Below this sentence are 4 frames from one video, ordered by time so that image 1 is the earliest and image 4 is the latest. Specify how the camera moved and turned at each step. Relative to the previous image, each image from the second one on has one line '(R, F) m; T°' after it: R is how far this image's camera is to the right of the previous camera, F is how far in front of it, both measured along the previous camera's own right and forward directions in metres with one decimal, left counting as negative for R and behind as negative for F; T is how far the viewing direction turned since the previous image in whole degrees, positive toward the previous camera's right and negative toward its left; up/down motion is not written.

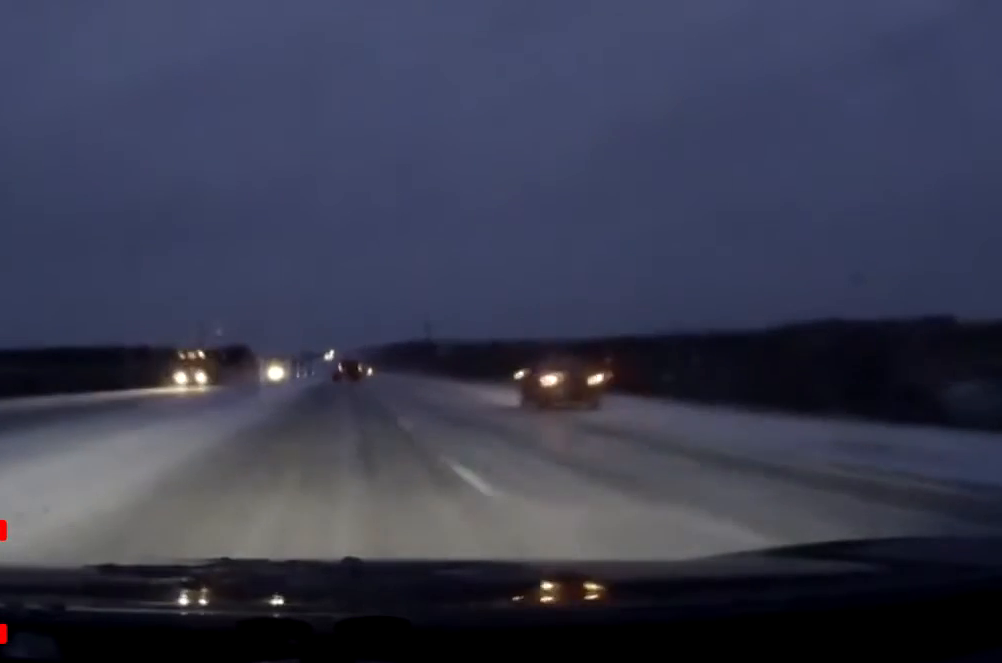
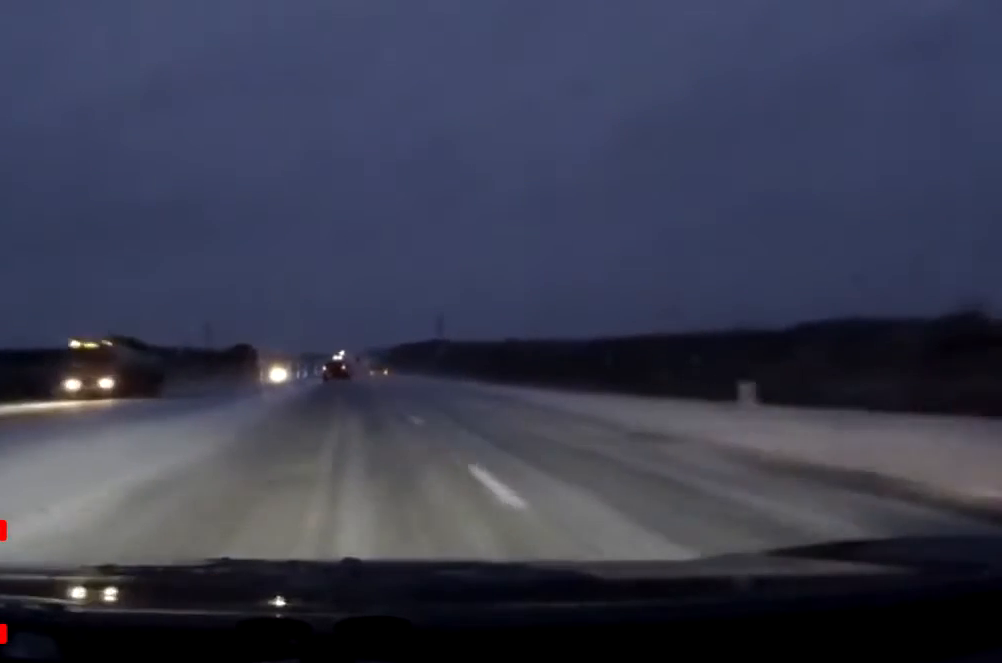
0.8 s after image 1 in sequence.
(0.0, +23.8) m; 0°
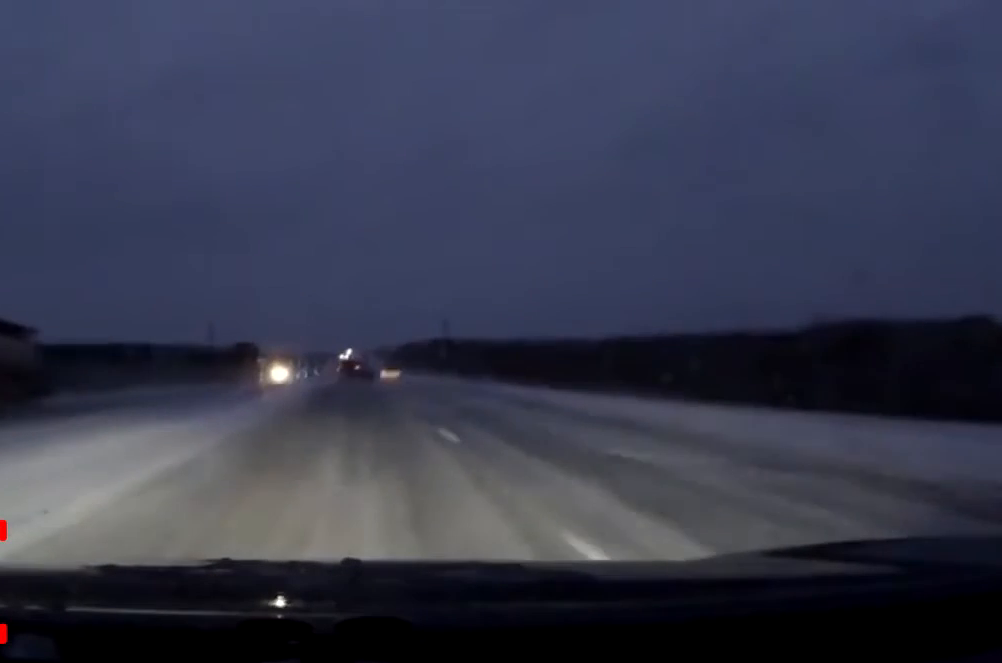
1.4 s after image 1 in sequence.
(0.0, +15.1) m; 0°
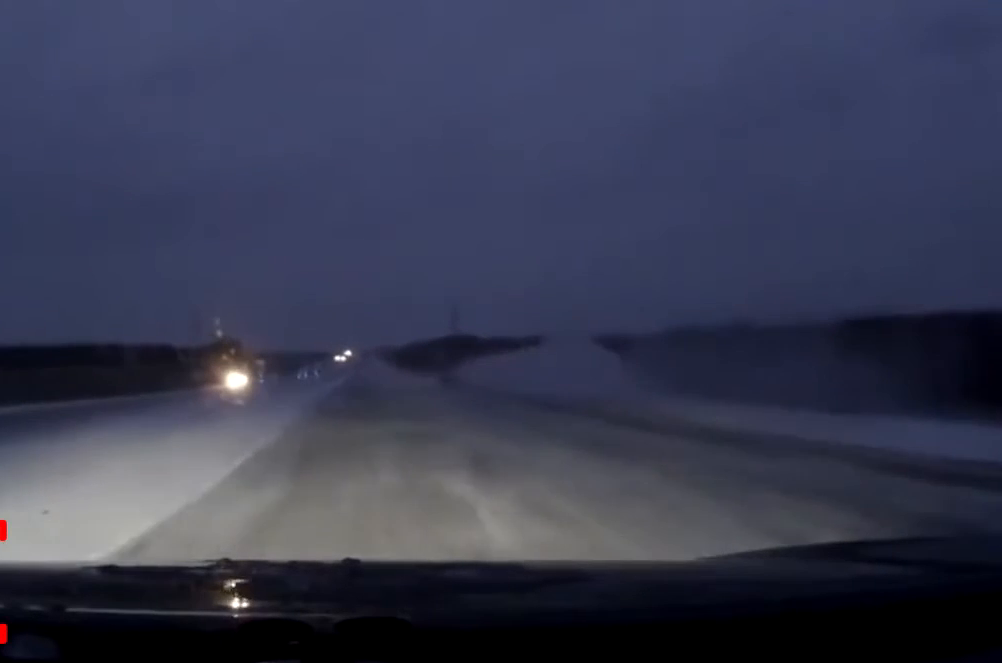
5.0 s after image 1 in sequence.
(-0.1, +81.8) m; 0°
